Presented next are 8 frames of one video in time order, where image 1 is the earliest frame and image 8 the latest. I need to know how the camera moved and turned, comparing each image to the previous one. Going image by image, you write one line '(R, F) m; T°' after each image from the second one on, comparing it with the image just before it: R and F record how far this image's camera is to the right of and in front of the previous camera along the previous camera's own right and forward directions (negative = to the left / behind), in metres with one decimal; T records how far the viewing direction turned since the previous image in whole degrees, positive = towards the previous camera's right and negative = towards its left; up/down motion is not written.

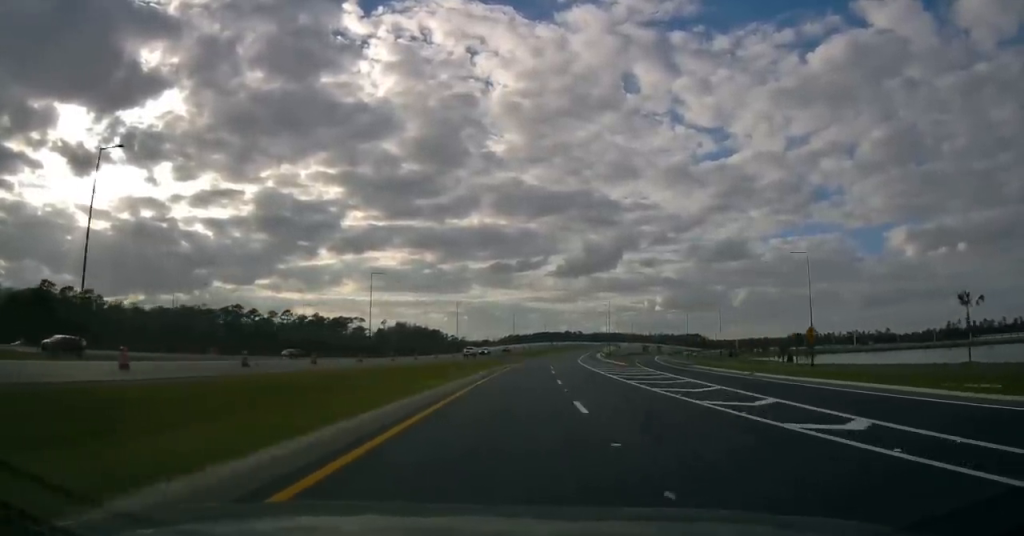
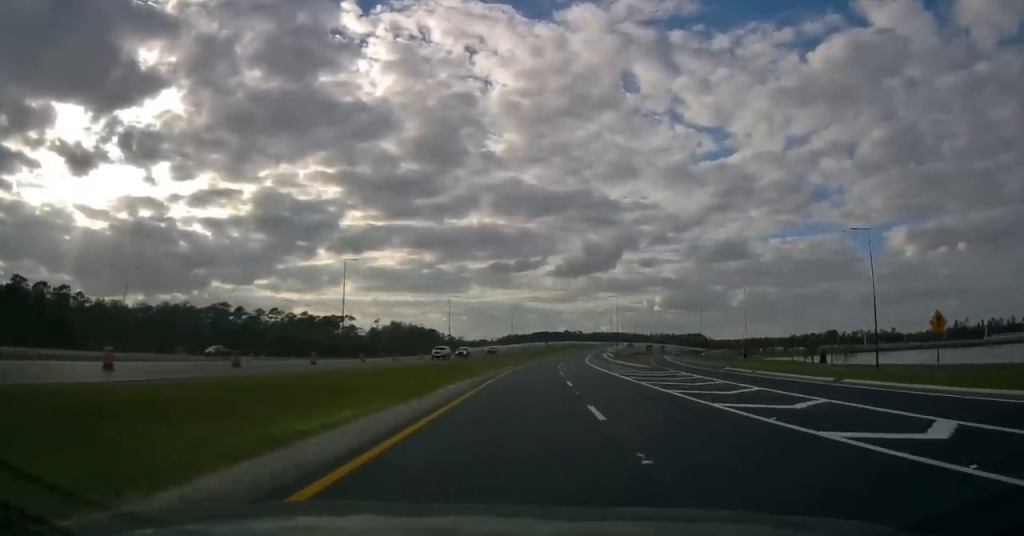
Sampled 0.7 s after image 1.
(0.0, +13.8) m; 0°
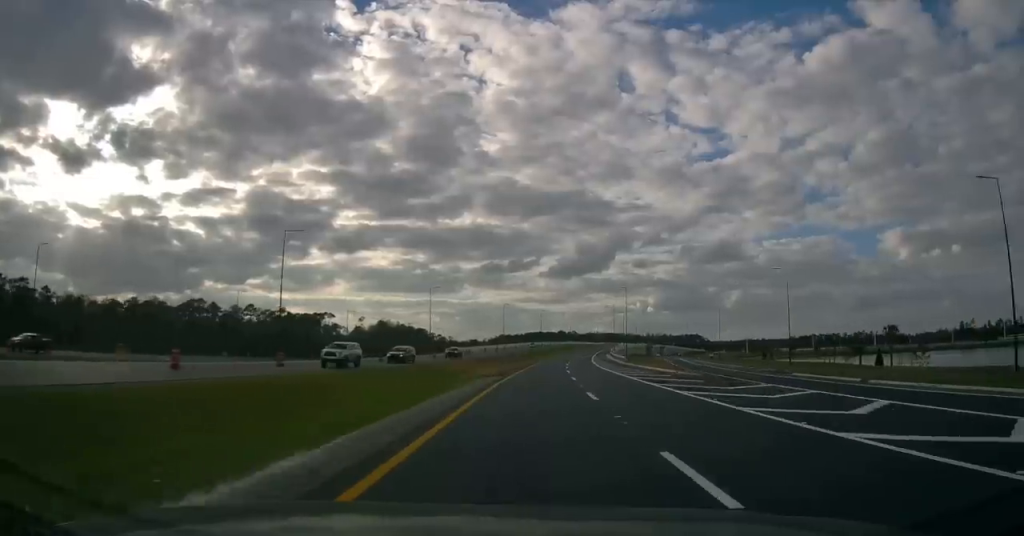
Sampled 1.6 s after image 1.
(+0.1, +19.4) m; +1°
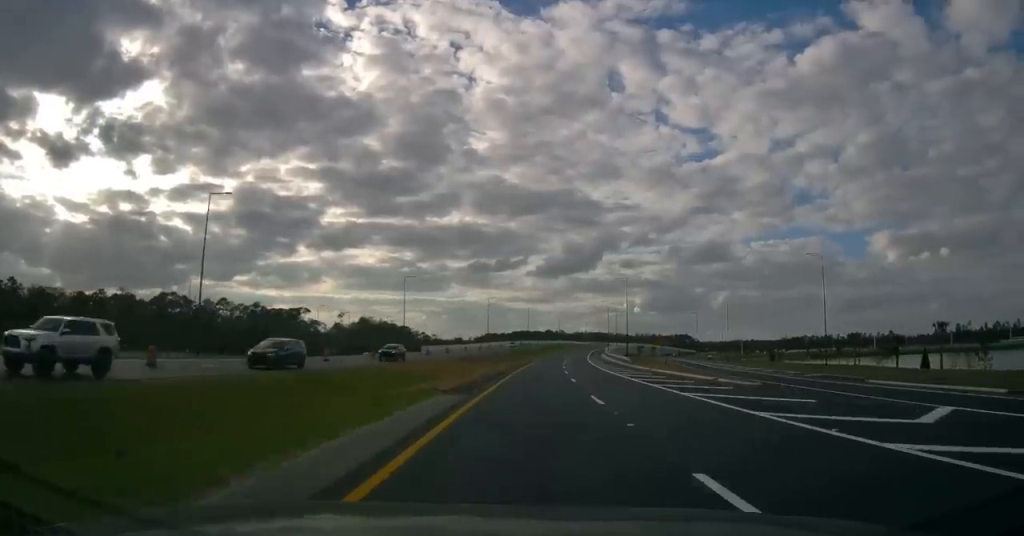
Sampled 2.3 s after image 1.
(+0.1, +13.8) m; +1°
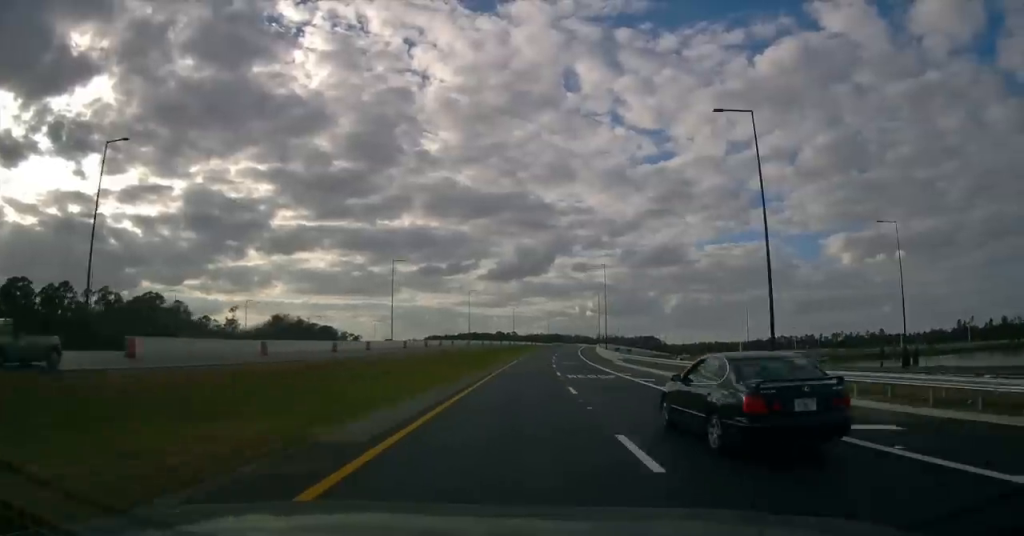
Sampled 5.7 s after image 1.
(+2.6, +71.1) m; +4°
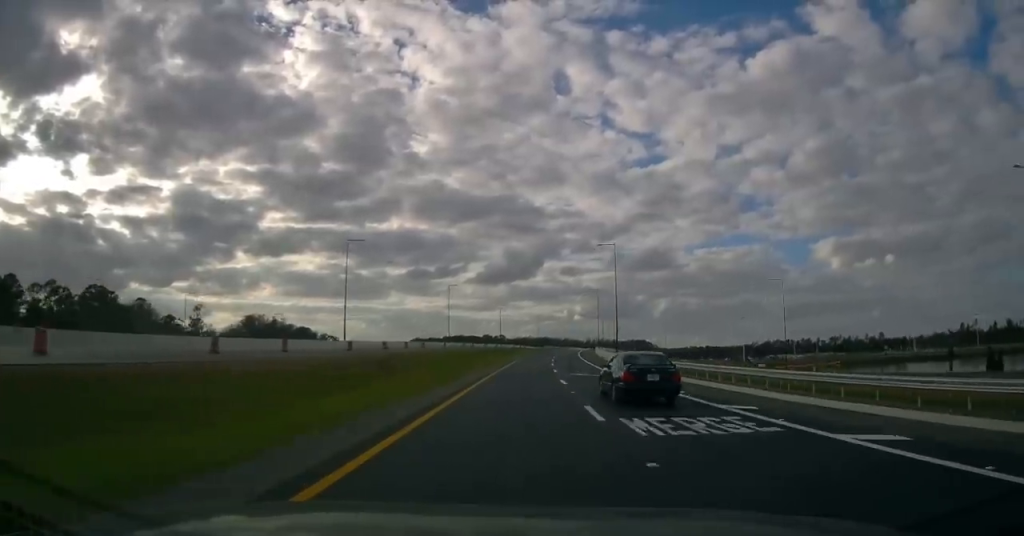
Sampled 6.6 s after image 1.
(0.0, +19.8) m; +1°
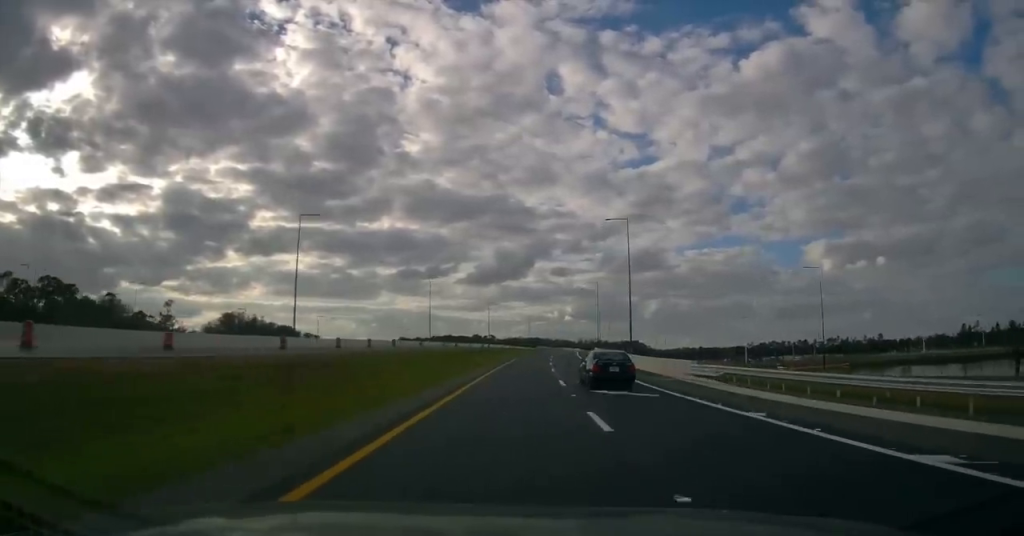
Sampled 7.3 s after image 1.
(+0.1, +14.3) m; +1°
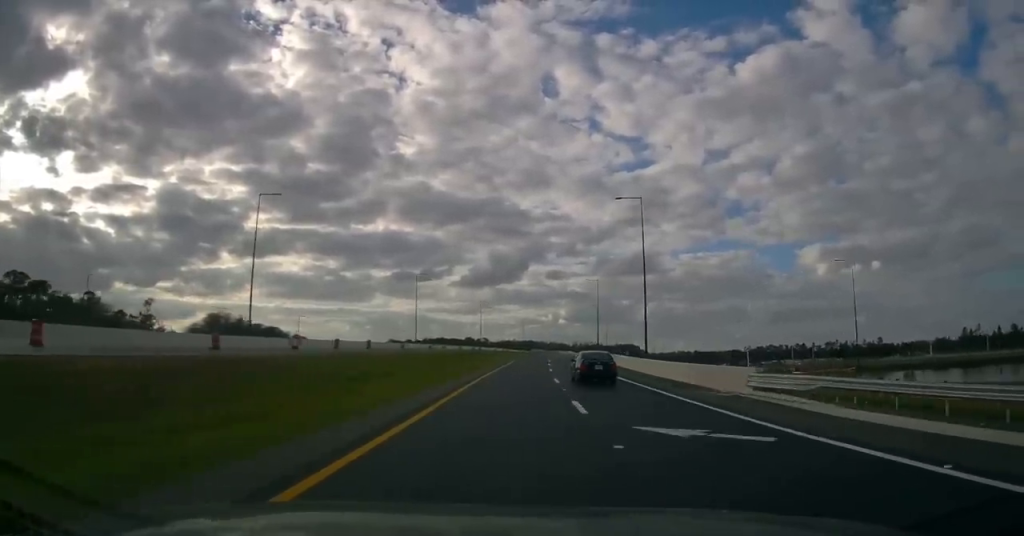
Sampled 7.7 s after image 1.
(+0.2, +9.2) m; 0°
